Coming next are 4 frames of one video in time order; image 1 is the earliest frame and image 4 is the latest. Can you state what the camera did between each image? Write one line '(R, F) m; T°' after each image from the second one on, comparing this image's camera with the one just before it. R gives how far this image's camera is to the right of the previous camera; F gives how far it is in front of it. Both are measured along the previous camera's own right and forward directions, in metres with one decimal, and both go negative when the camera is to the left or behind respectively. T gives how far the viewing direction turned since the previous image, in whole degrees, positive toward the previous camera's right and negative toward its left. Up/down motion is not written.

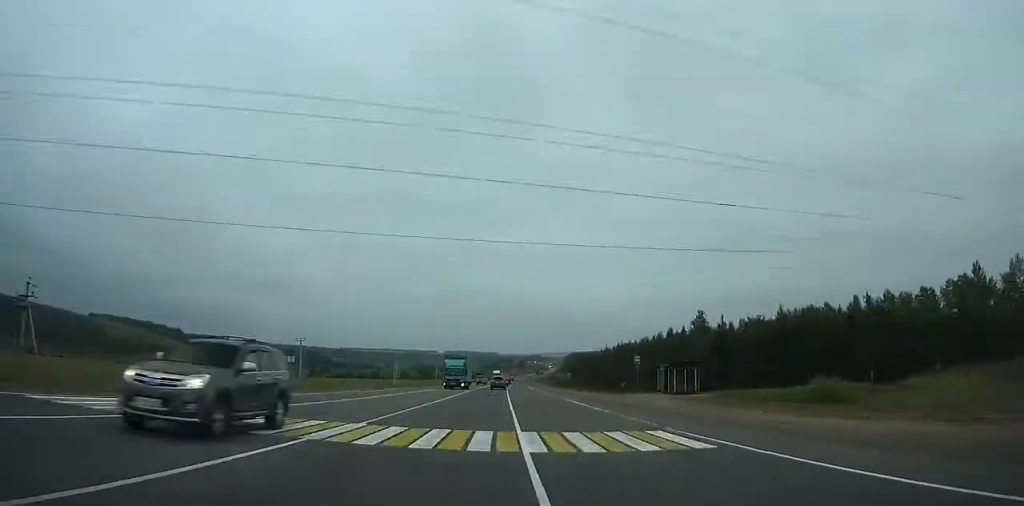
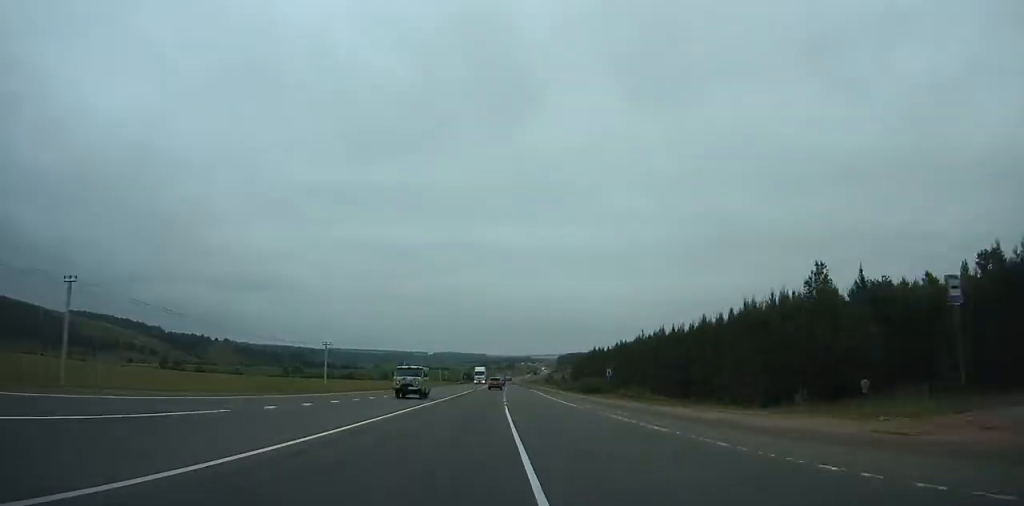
(+1.1, +44.1) m; +1°
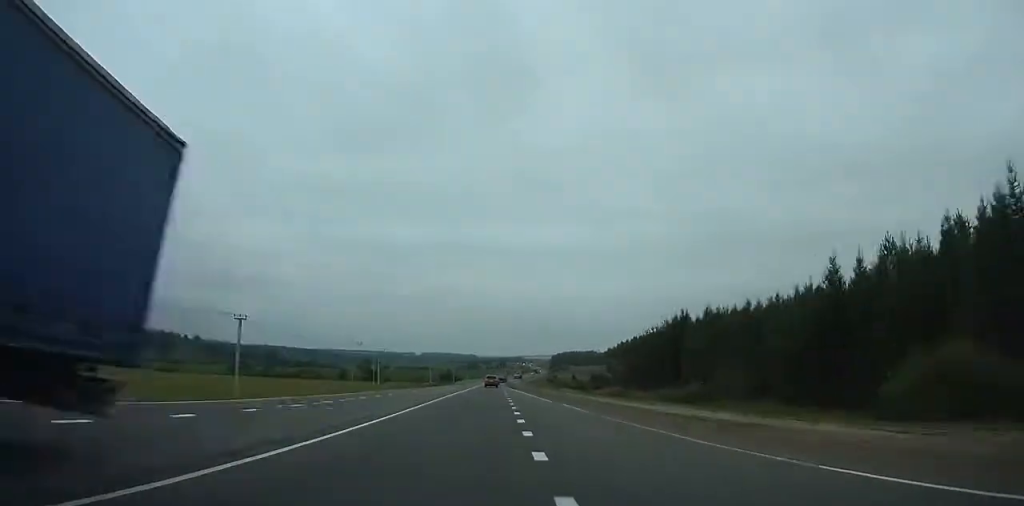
(+1.4, +78.5) m; +1°
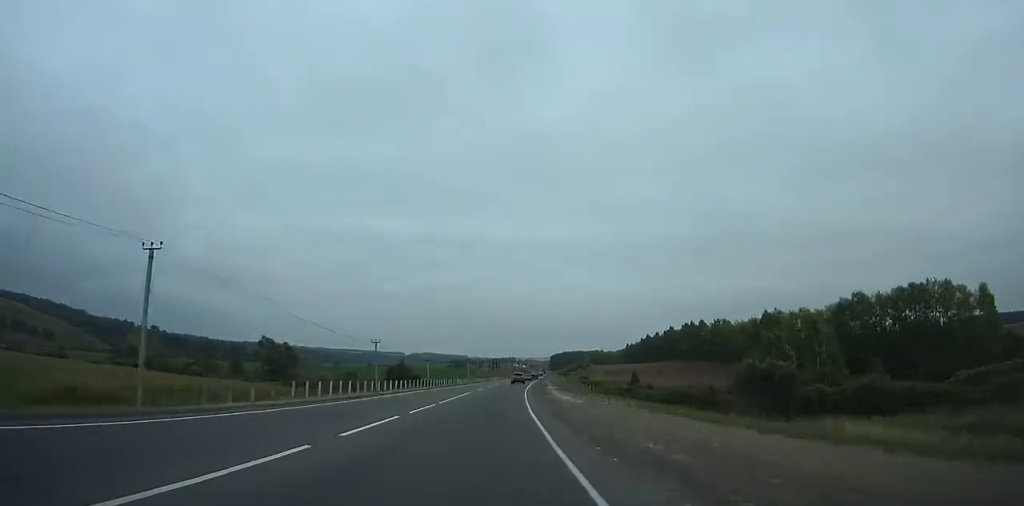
(+0.8, +119.8) m; +1°
